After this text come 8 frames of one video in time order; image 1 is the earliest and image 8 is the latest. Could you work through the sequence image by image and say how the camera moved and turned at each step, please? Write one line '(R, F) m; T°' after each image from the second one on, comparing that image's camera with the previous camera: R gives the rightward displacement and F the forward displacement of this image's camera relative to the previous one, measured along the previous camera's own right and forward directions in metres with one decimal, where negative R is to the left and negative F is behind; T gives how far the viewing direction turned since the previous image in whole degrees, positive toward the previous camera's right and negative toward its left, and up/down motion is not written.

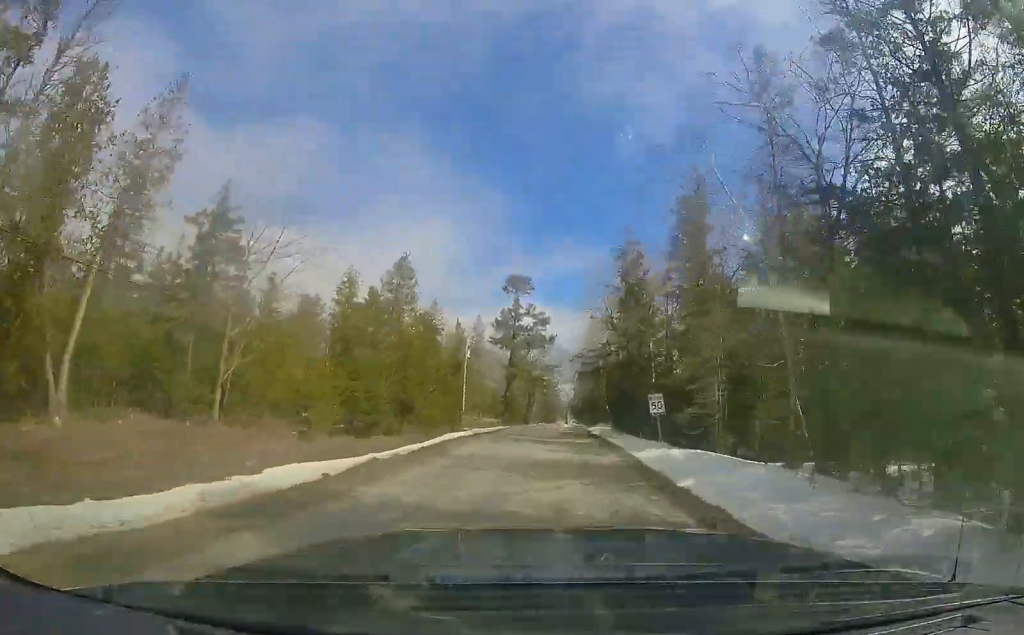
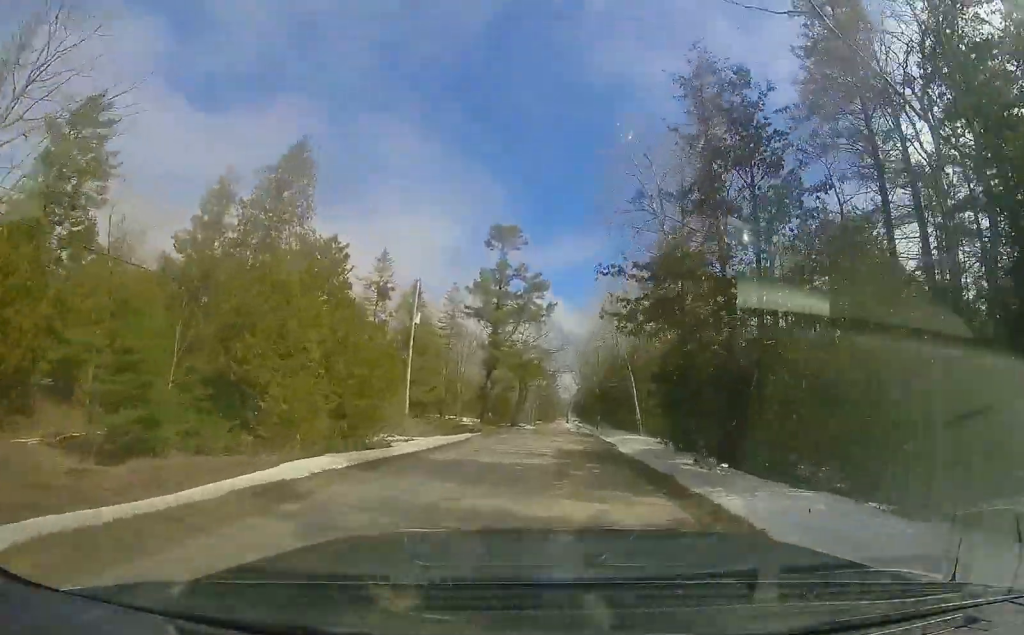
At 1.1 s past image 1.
(-0.6, +16.0) m; -4°
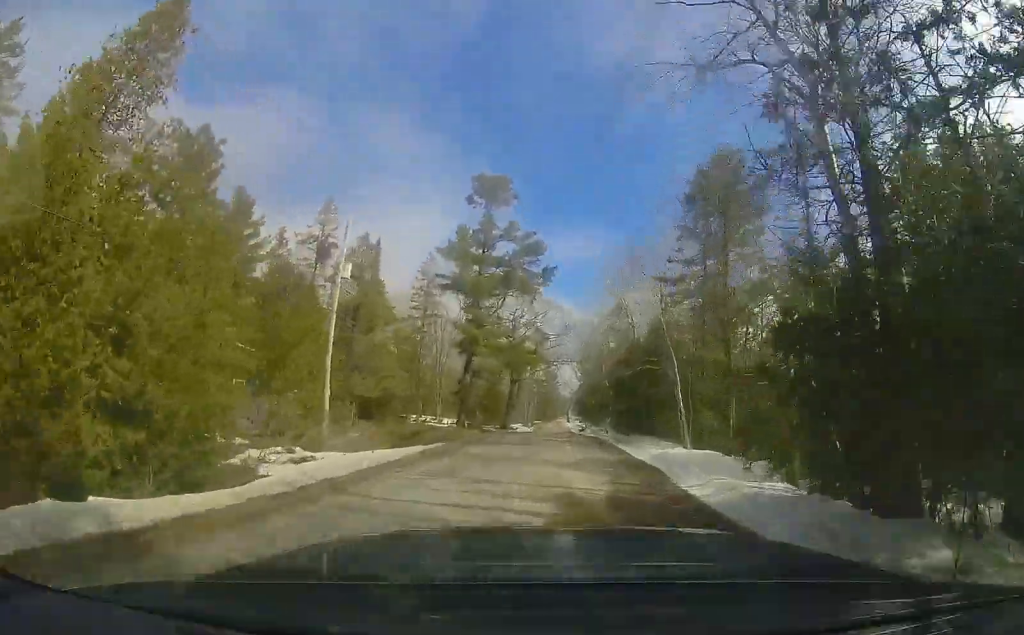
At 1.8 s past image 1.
(-0.4, +9.7) m; -1°
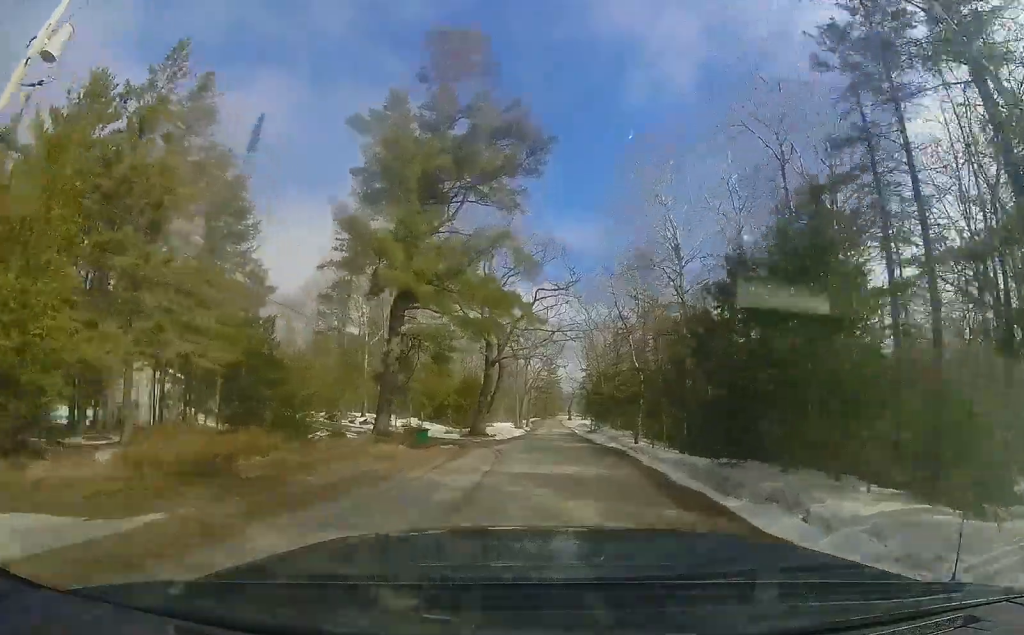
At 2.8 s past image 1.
(+0.3, +14.6) m; +1°
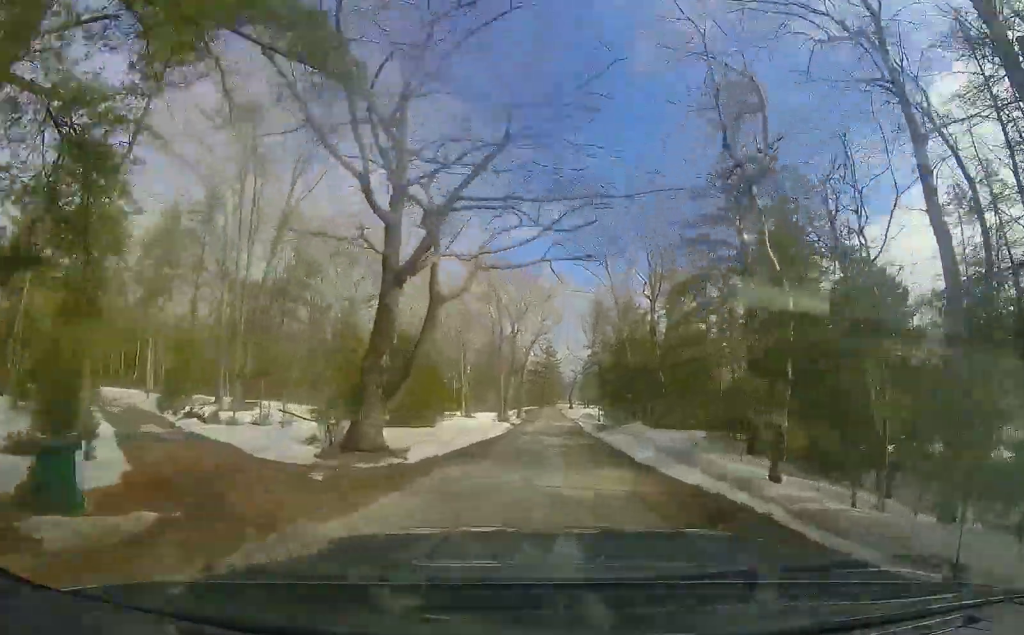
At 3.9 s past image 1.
(-0.1, +16.3) m; -1°
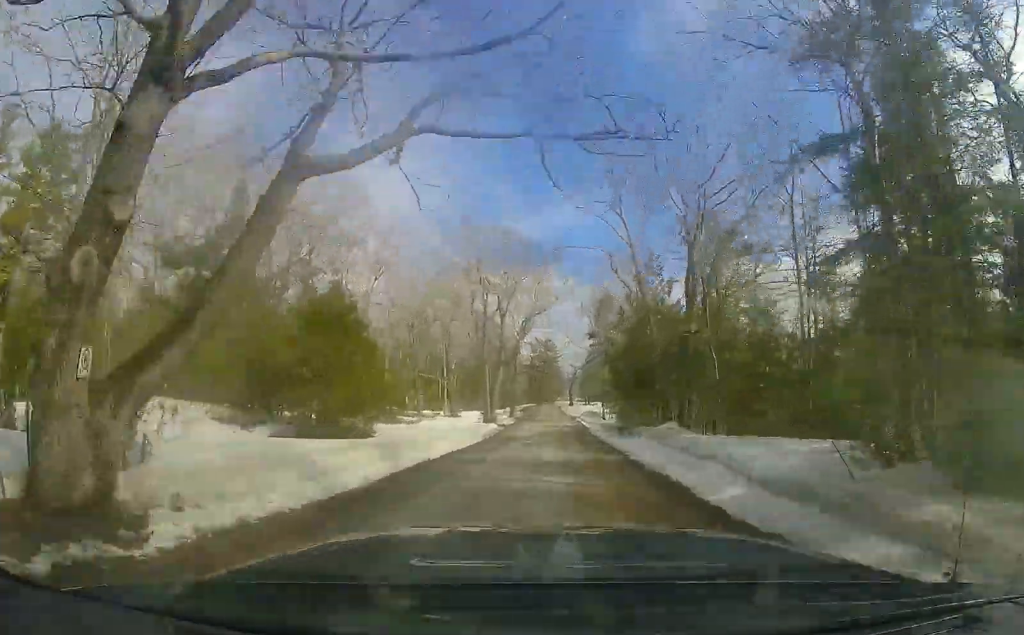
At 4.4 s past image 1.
(0.0, +8.0) m; 0°
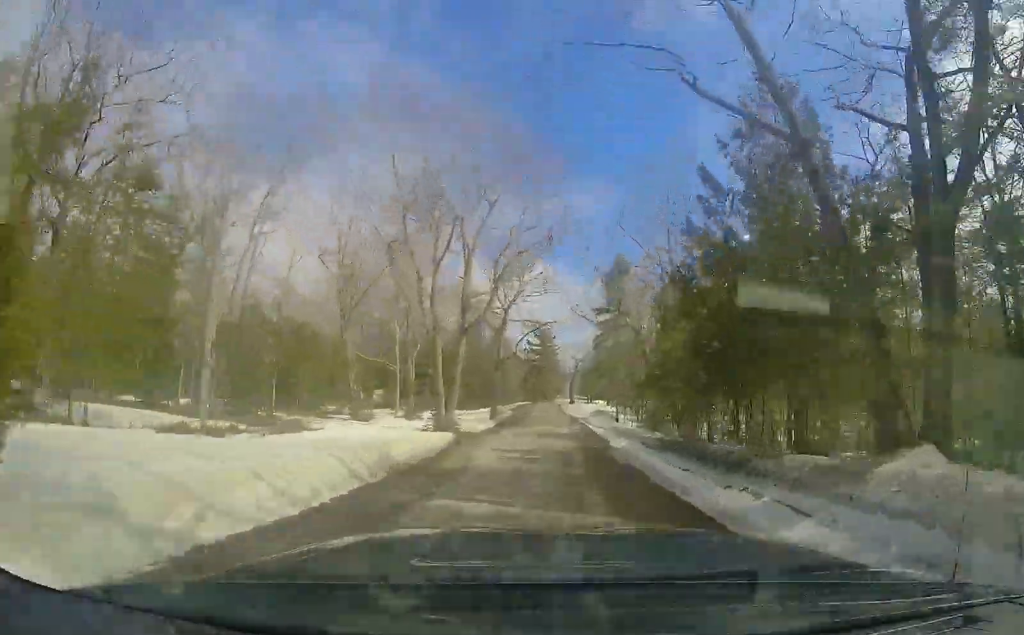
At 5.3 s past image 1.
(0.0, +13.6) m; +1°
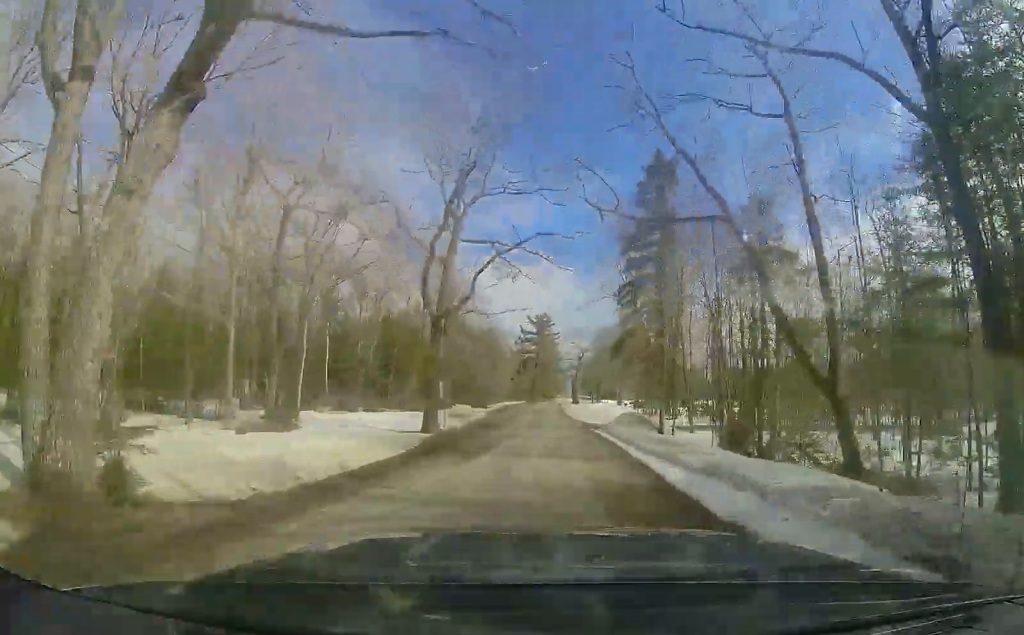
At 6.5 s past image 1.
(+0.3, +18.0) m; +2°
